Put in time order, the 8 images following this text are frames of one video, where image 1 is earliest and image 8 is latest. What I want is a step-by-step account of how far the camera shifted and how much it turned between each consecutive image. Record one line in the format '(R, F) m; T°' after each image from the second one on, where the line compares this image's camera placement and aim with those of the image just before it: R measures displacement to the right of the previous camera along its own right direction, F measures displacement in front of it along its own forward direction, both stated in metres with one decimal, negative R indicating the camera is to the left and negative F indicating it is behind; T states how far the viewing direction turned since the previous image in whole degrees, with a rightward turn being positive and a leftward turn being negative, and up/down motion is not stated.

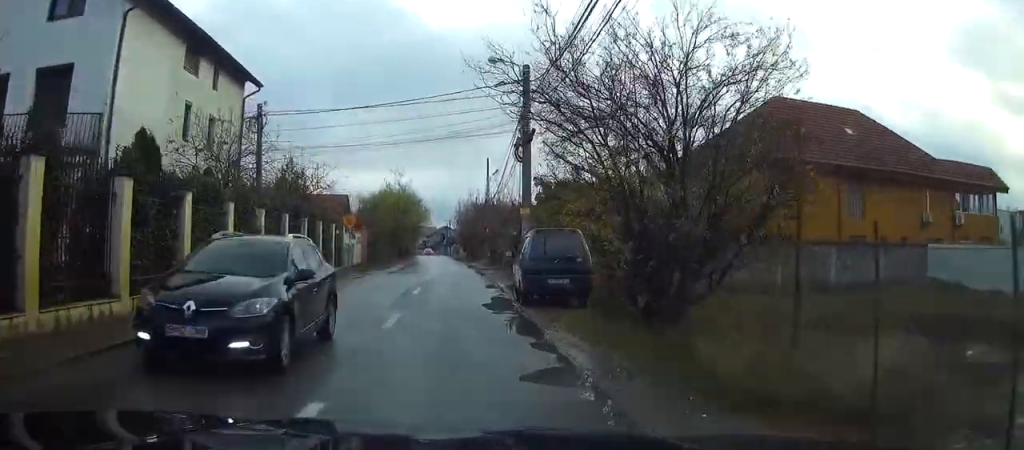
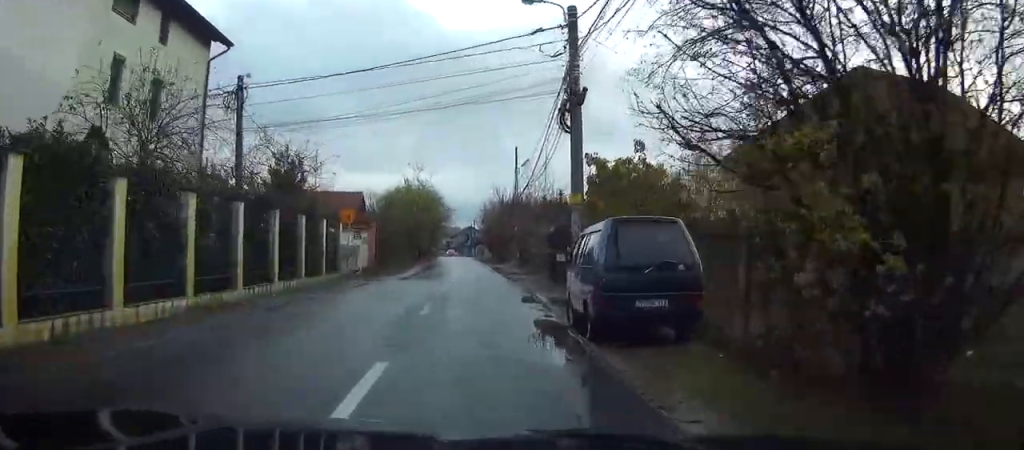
(0.0, +6.8) m; 0°
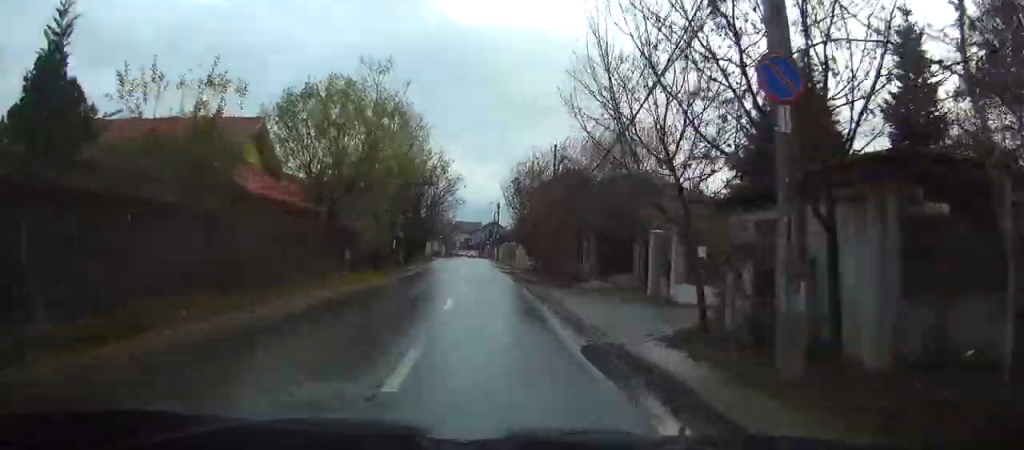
(-0.1, +43.0) m; -2°
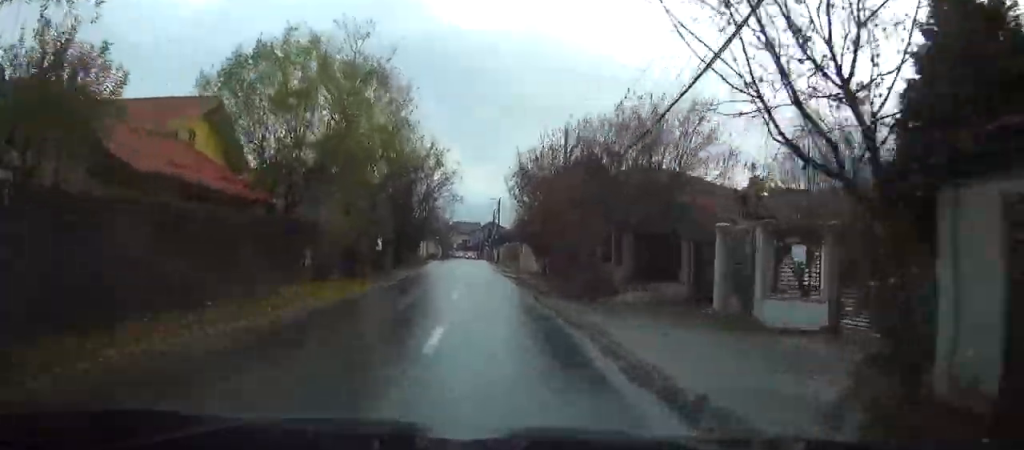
(-0.1, +6.3) m; -1°
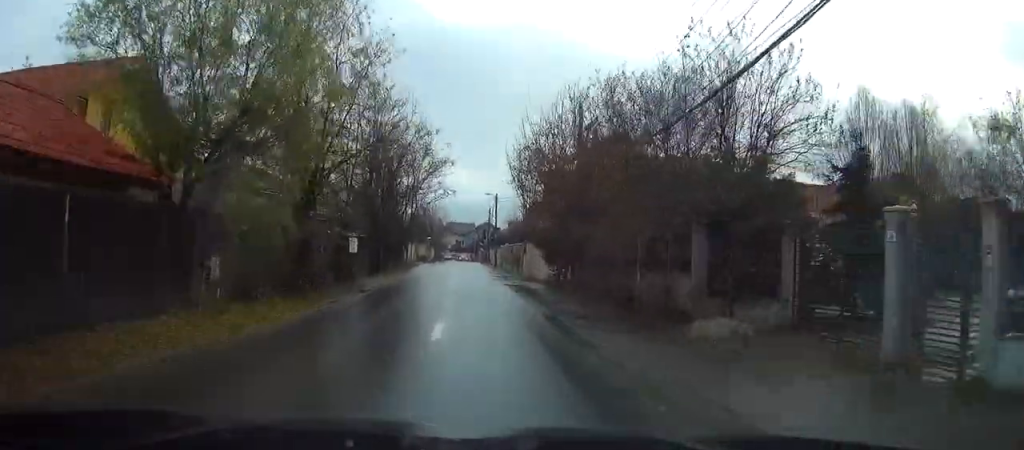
(-0.1, +7.4) m; 0°
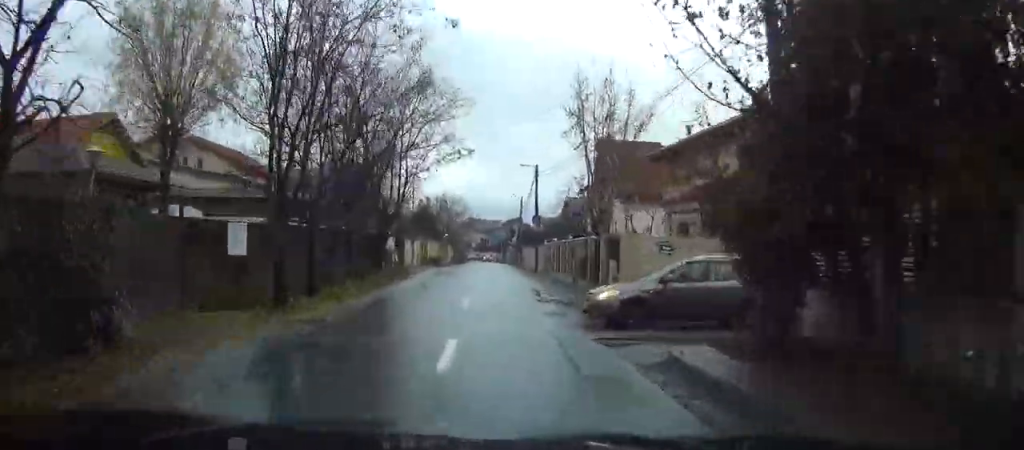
(+0.1, +20.4) m; 0°
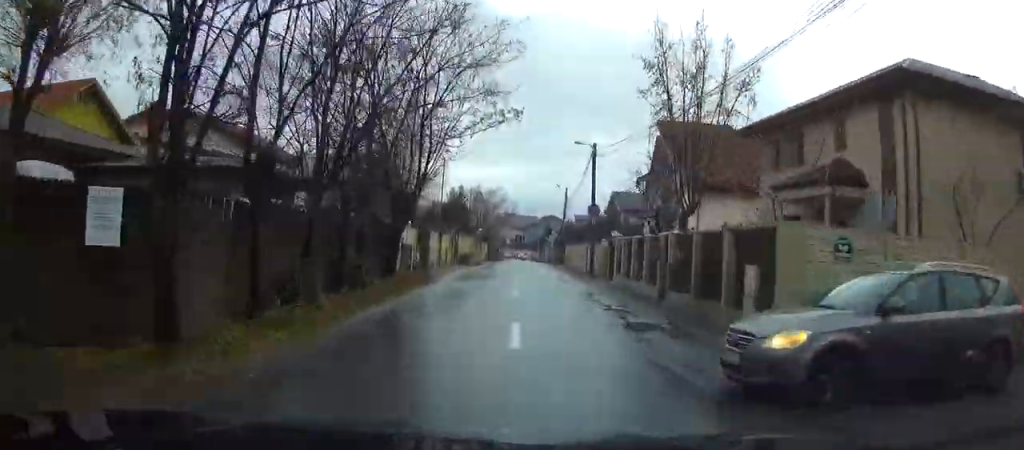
(0.0, +7.3) m; -1°
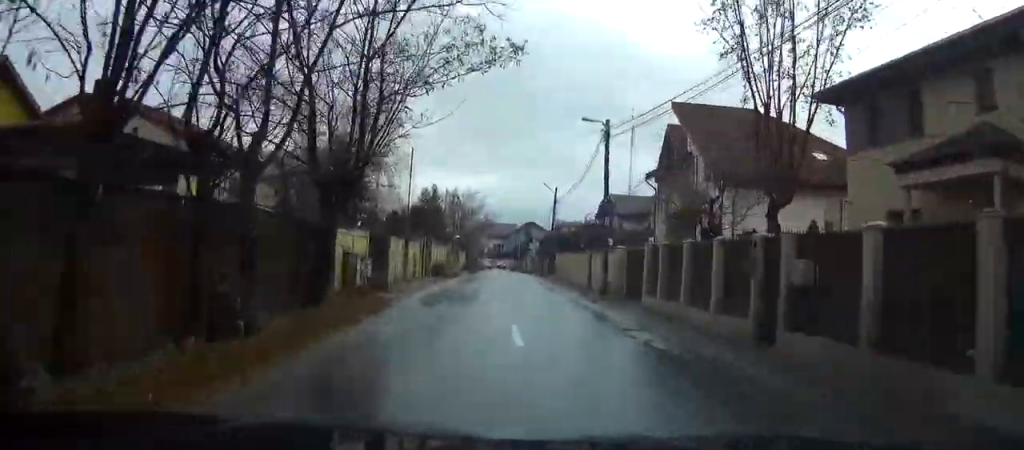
(-0.1, +8.1) m; -1°
